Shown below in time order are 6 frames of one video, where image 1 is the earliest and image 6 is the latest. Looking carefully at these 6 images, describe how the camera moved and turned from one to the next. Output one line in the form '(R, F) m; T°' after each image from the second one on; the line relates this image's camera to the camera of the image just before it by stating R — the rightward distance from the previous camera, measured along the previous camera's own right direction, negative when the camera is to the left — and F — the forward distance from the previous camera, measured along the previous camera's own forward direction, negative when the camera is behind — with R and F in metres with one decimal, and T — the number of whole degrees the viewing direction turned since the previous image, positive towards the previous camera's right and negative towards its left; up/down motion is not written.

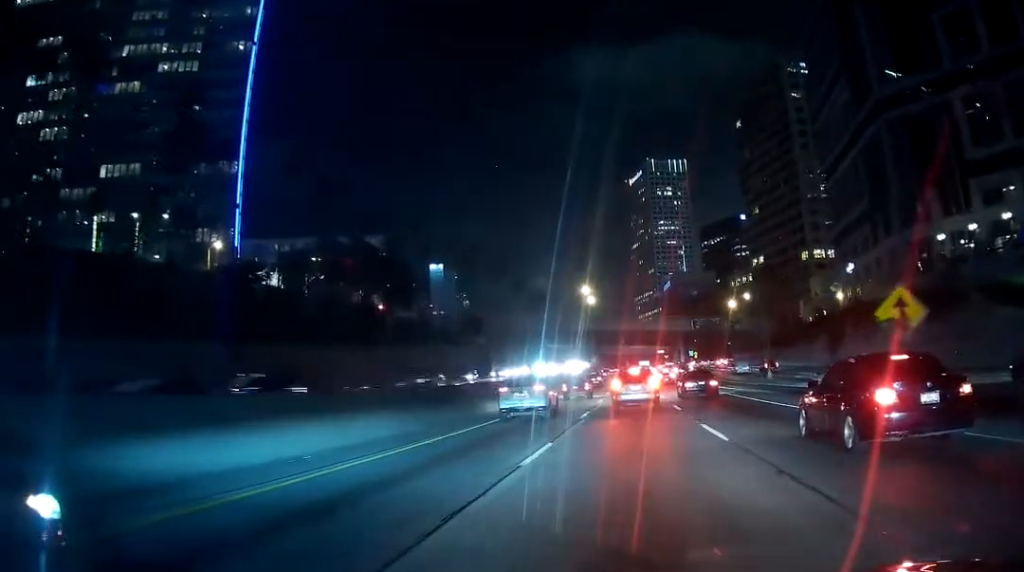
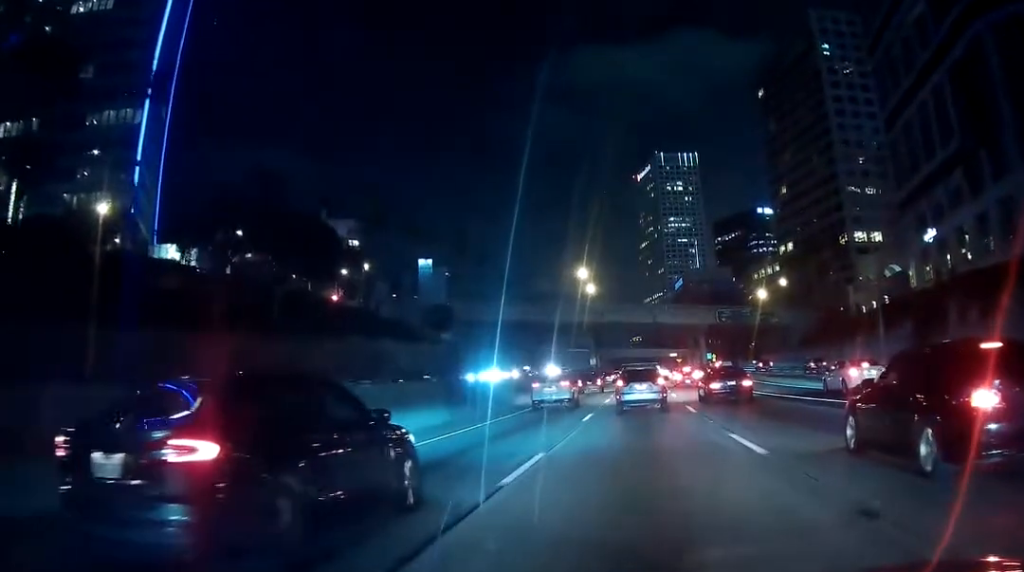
(+0.4, +30.7) m; 0°
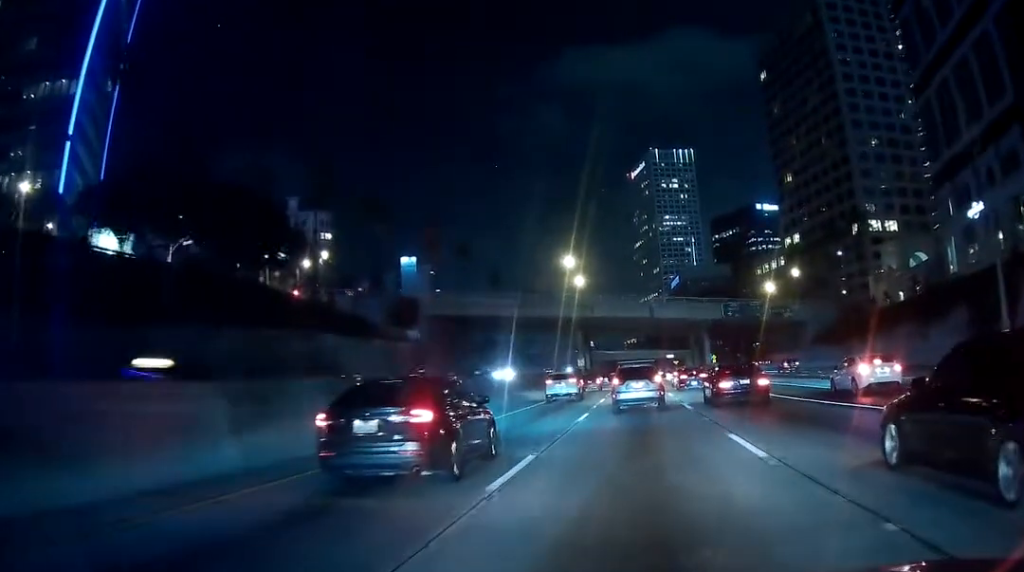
(+0.1, +14.4) m; -1°
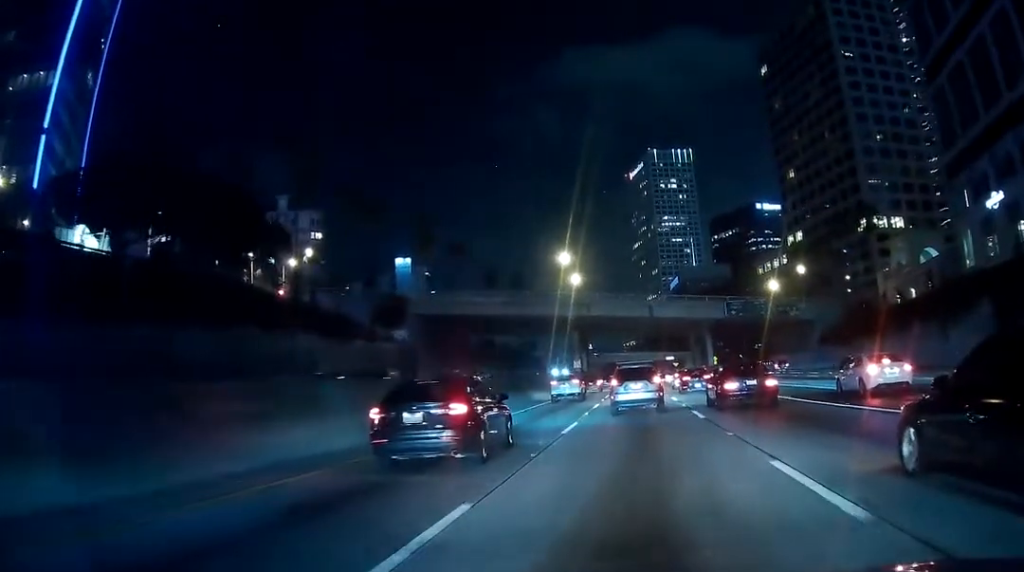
(-0.1, +4.7) m; -1°
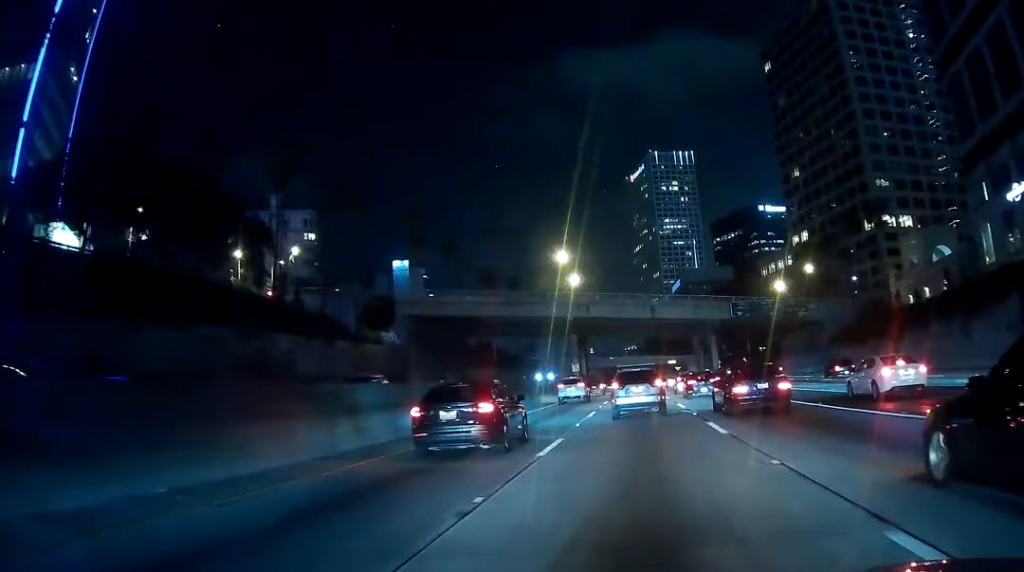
(-0.1, +4.7) m; -1°
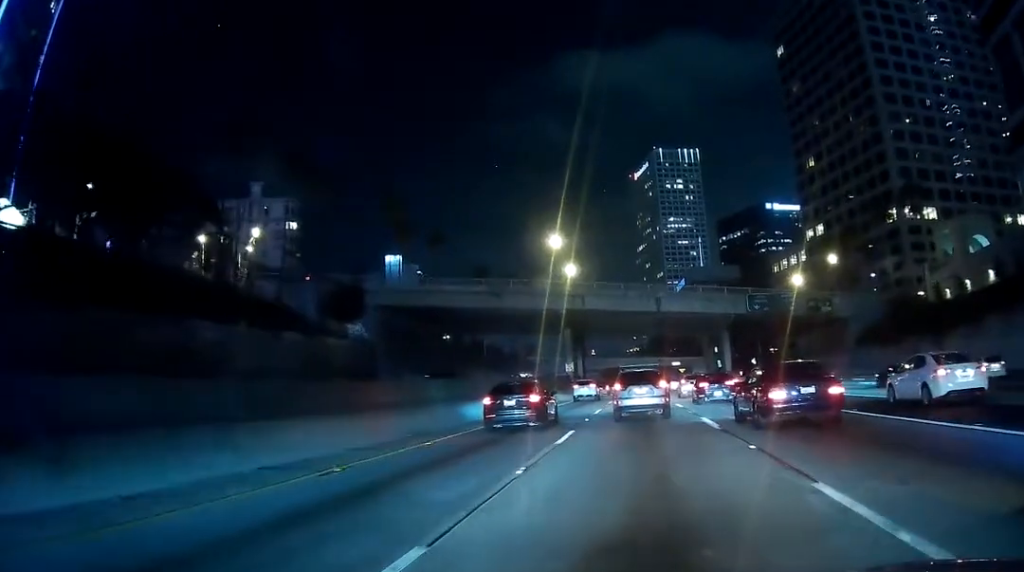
(0.0, +10.8) m; -1°
